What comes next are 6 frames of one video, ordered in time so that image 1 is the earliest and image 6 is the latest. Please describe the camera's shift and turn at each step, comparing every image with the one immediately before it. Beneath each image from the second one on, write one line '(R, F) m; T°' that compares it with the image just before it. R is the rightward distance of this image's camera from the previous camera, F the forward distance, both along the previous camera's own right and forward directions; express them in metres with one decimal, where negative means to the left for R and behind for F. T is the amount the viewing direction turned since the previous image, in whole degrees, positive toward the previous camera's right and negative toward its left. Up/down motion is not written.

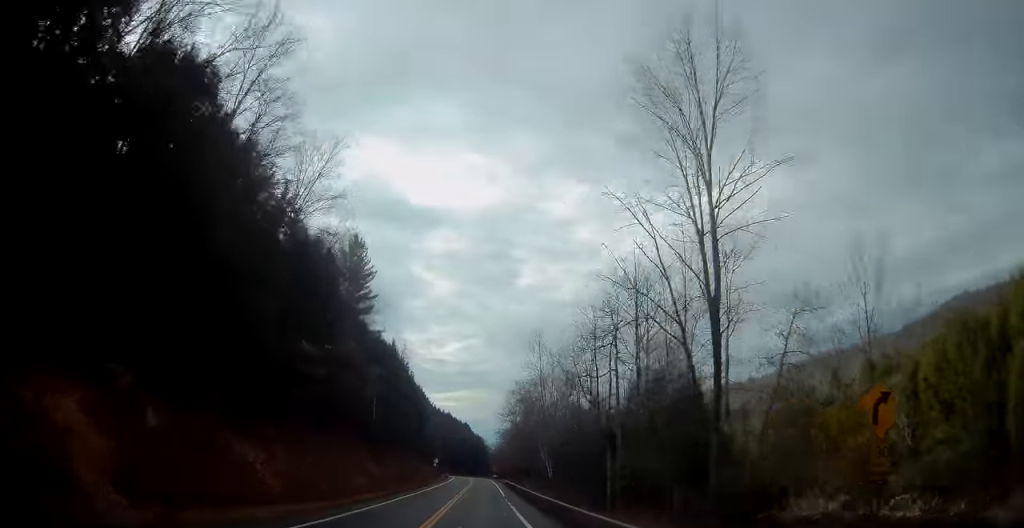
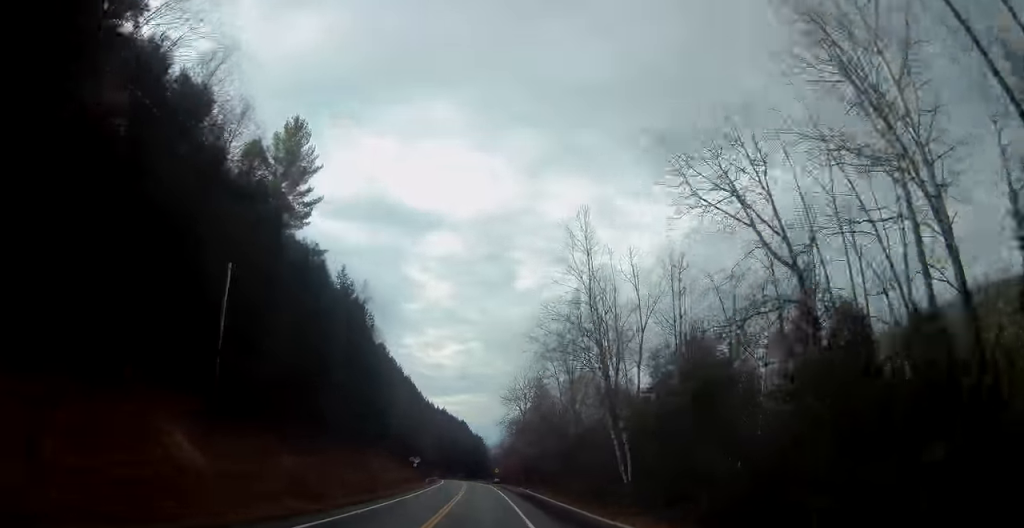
(+0.1, +35.7) m; 0°
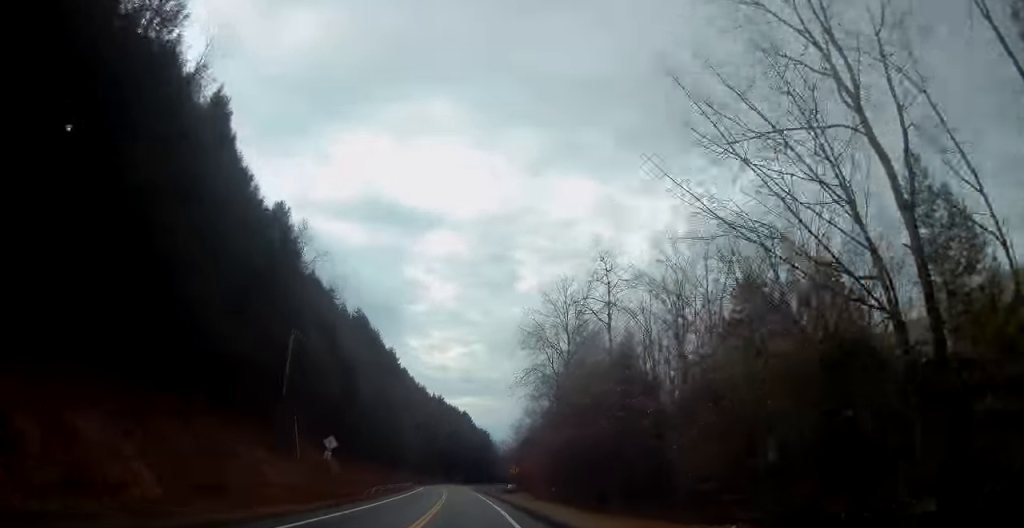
(-0.4, +53.1) m; -1°
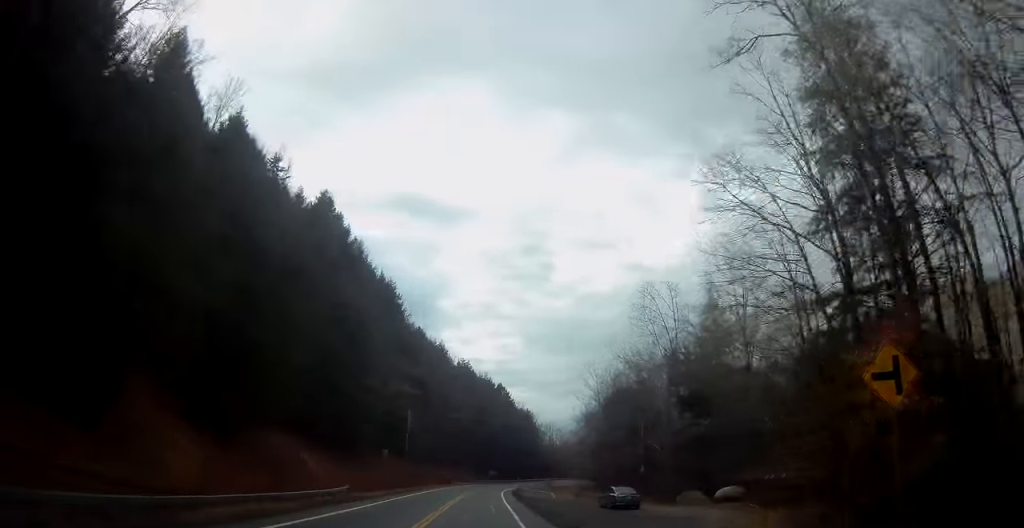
(-0.8, +58.4) m; -2°
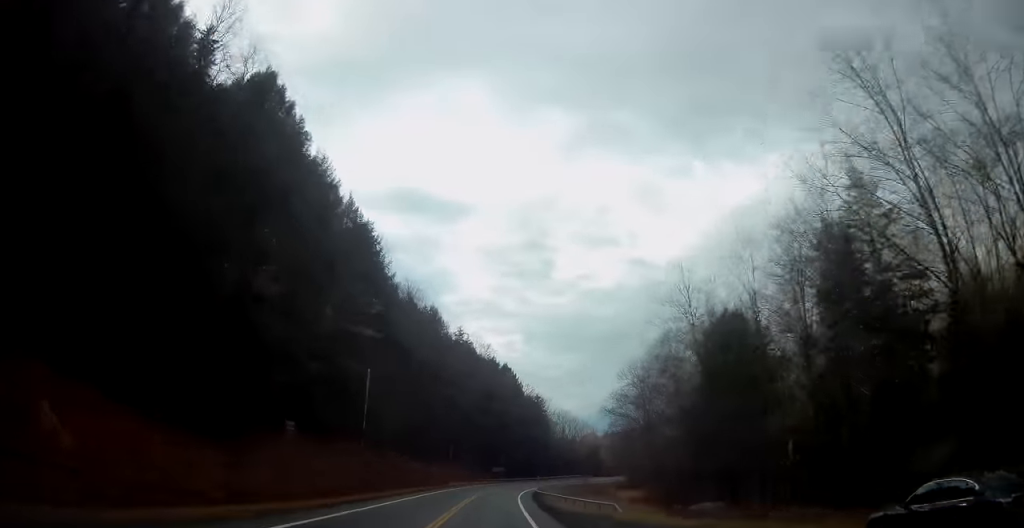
(-0.6, +27.9) m; -1°
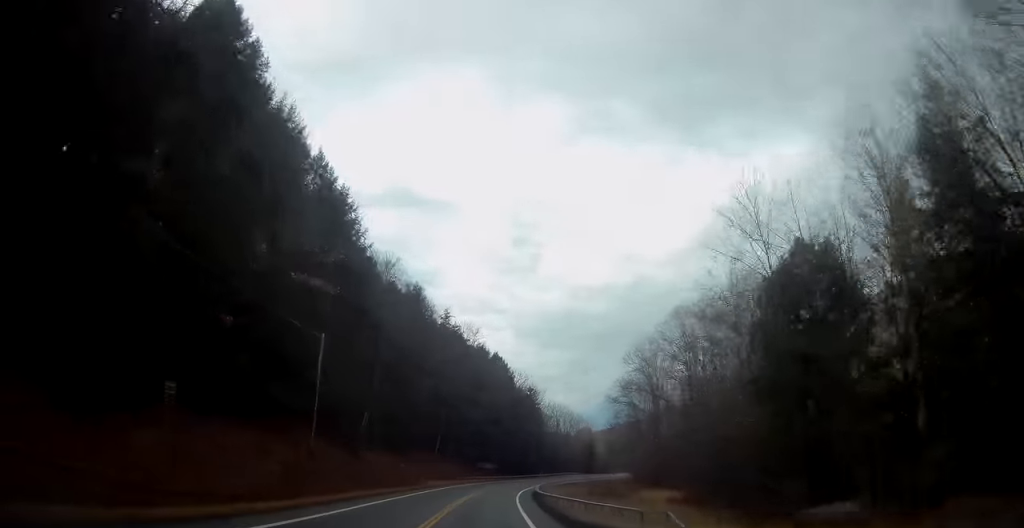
(-0.2, +11.1) m; 0°
